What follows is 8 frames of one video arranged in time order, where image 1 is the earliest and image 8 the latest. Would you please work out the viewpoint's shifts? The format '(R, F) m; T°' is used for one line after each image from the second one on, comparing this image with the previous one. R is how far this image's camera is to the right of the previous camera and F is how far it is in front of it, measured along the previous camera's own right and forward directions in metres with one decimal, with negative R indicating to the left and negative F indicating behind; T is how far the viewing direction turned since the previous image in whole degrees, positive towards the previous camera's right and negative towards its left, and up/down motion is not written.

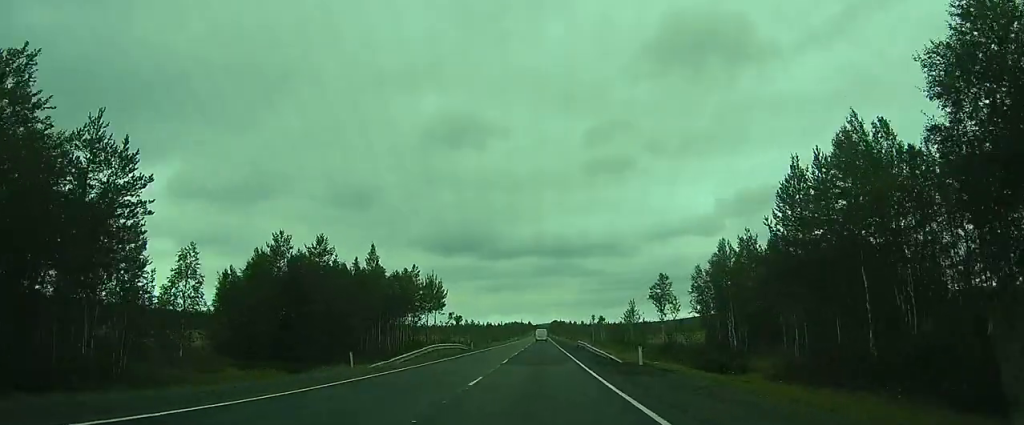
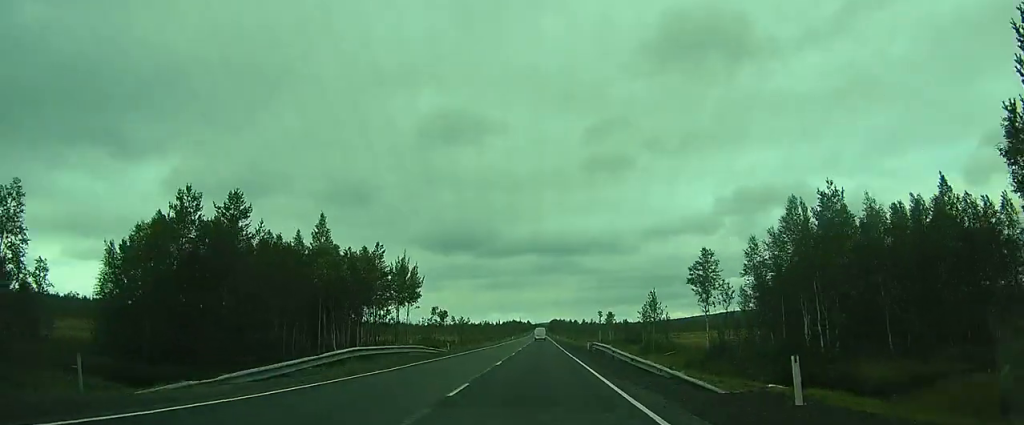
(0.0, +15.3) m; 0°
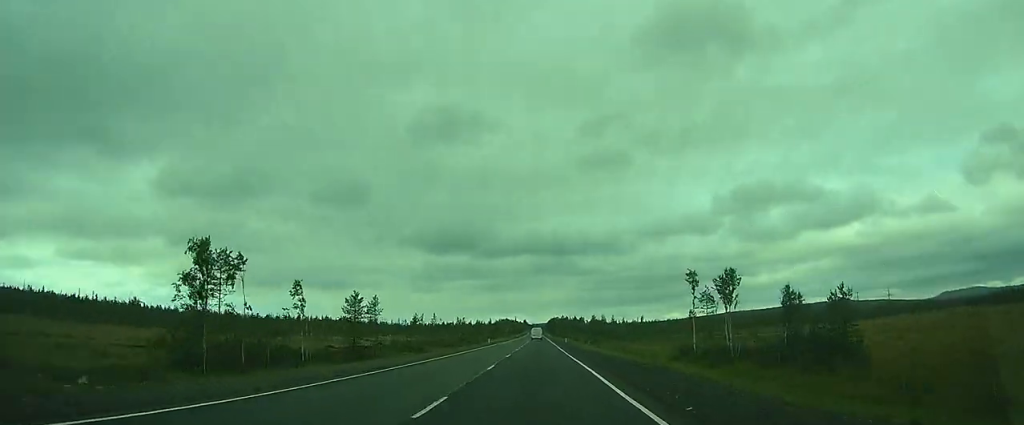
(-2.9, +62.3) m; -6°
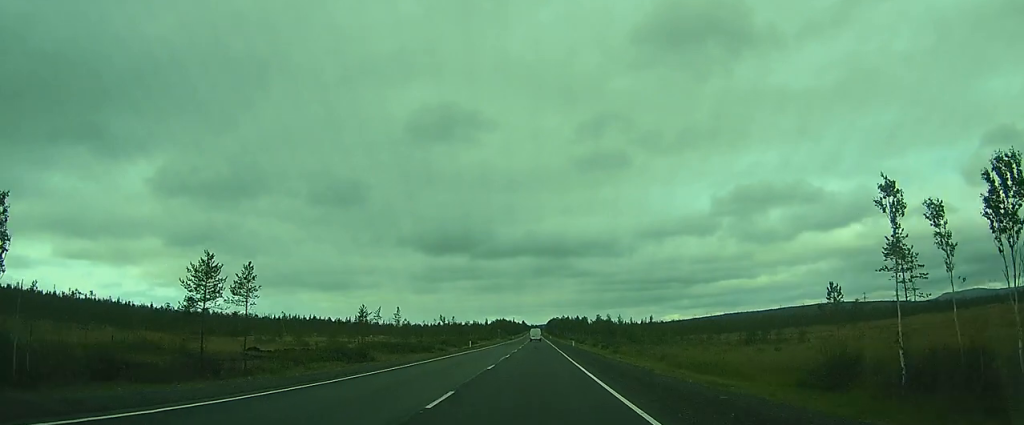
(-0.1, +21.9) m; -1°
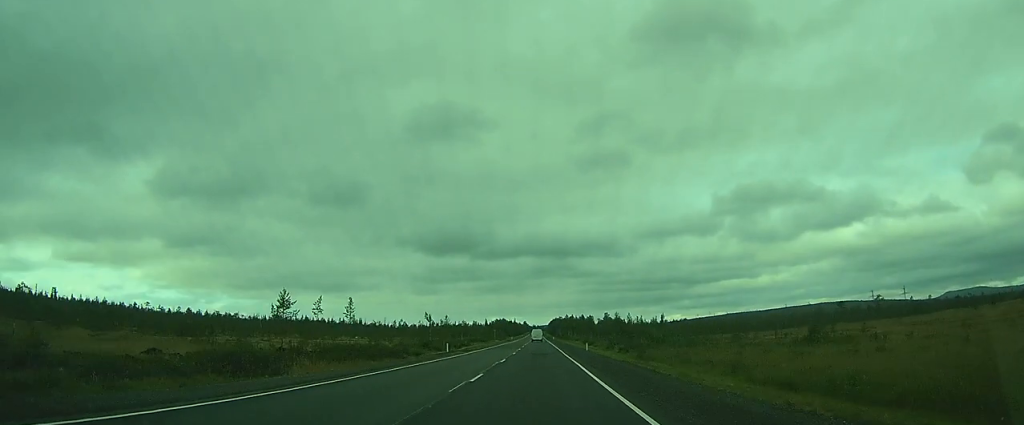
(-0.3, +17.0) m; -1°
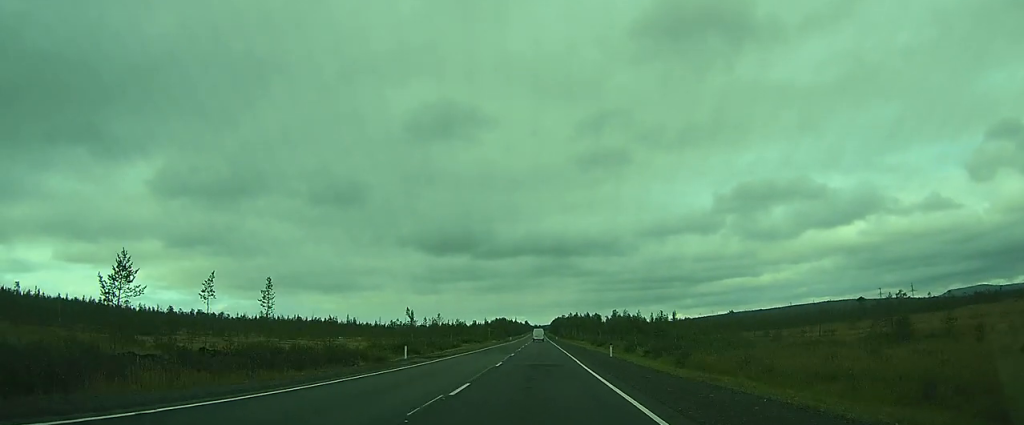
(0.0, +15.4) m; 0°
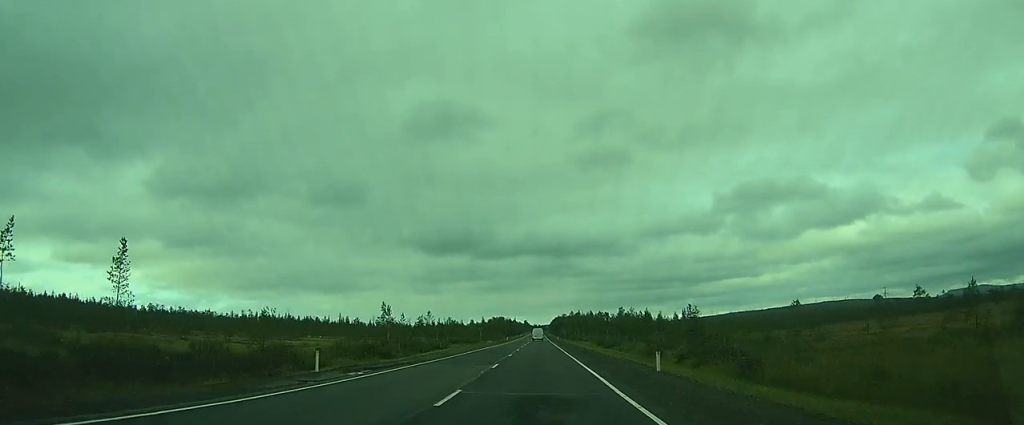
(0.0, +13.1) m; 0°
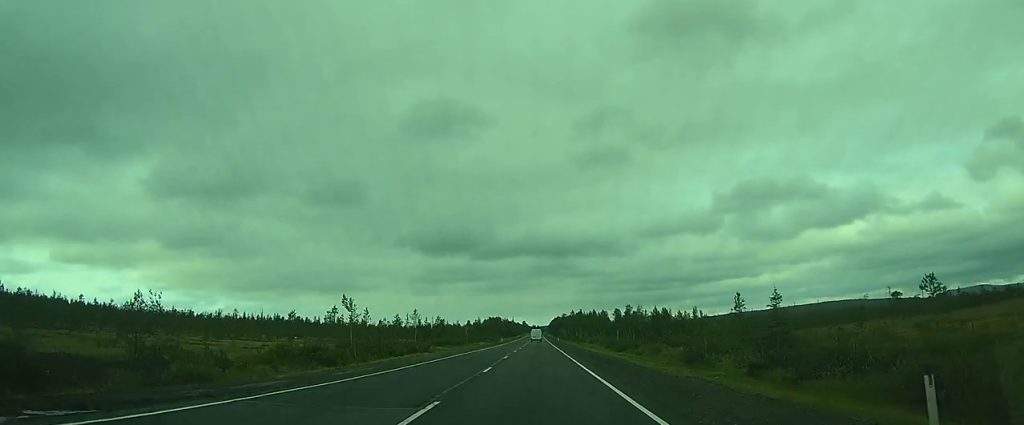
(-0.1, +13.8) m; 0°
